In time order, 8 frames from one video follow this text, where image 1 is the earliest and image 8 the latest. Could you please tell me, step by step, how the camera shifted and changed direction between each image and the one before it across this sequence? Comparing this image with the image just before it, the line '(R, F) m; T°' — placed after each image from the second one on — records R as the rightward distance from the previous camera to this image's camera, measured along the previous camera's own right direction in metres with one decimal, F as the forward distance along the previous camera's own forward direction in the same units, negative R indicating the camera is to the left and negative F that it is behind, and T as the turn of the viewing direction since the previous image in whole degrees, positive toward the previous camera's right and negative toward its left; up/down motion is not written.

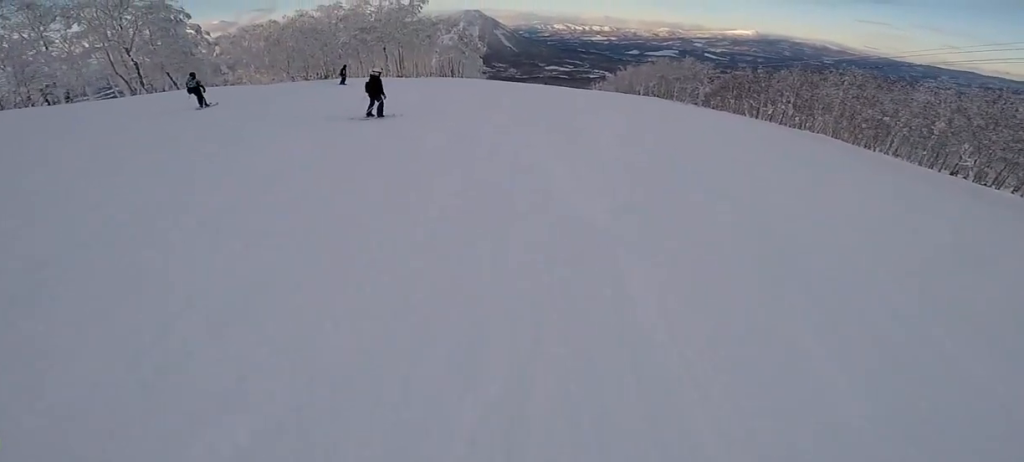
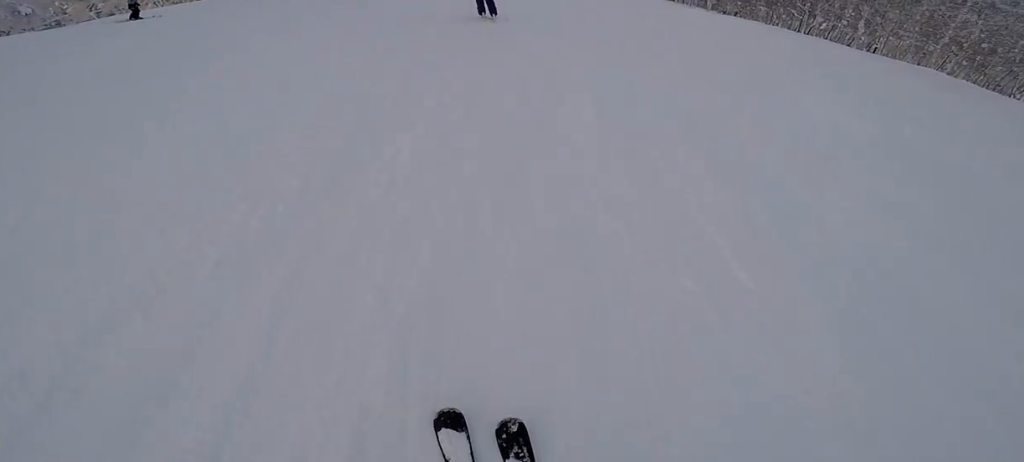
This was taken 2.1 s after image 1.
(+0.1, +13.1) m; +8°
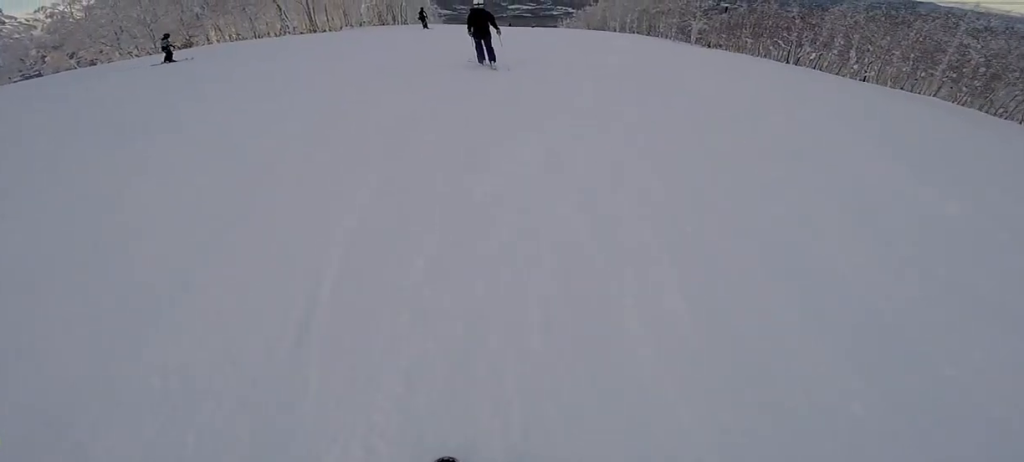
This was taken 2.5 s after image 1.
(0.0, +2.5) m; +4°
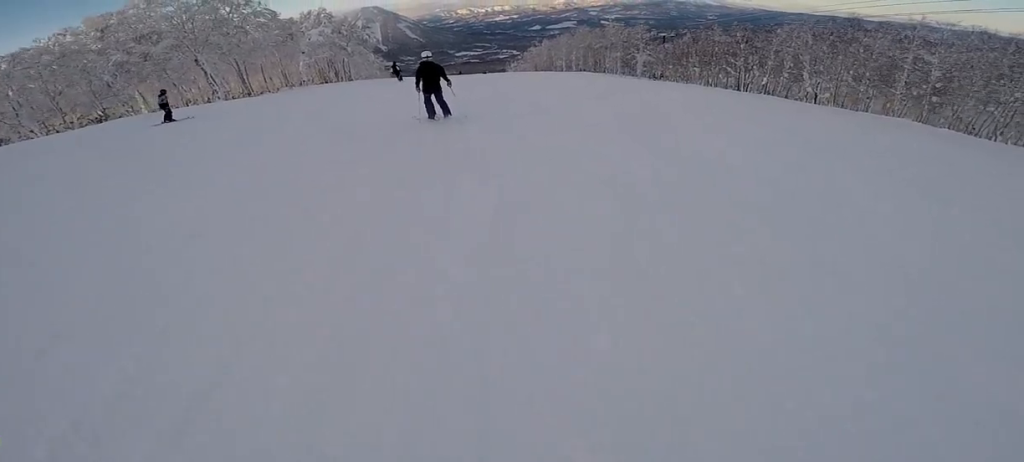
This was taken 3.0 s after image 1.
(+0.5, +3.2) m; +5°
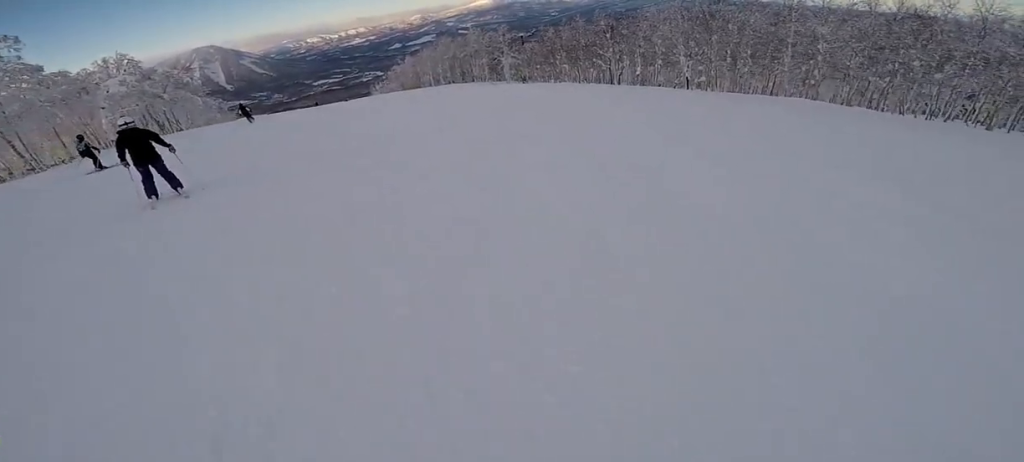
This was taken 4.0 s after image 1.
(+0.4, +6.1) m; +3°
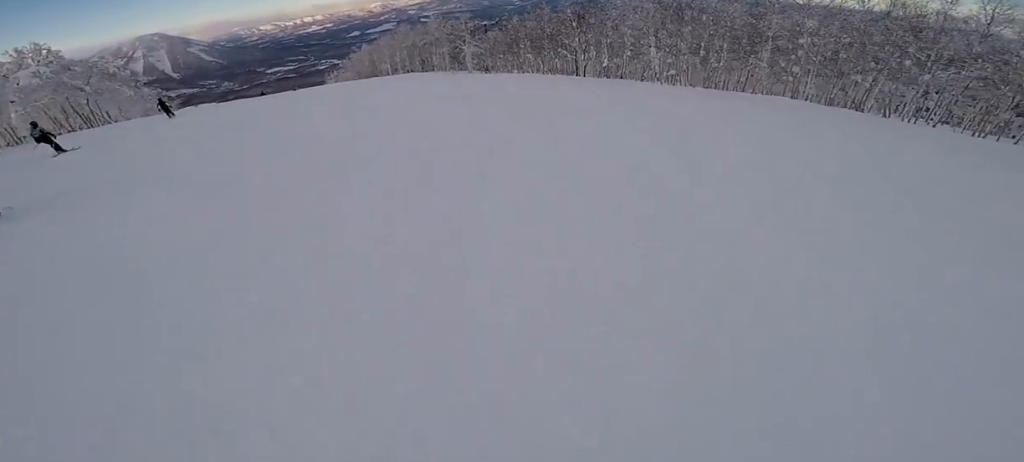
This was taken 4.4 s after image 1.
(0.0, +2.6) m; -1°
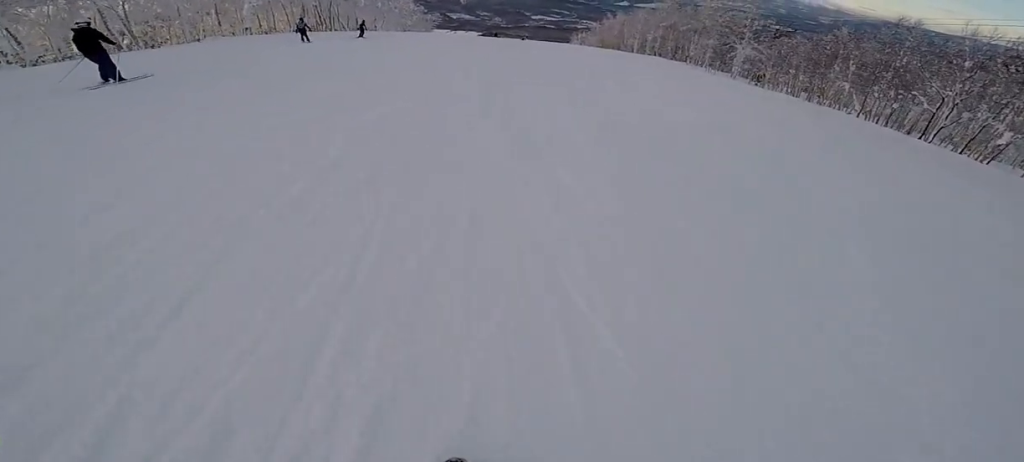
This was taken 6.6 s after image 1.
(-1.6, +11.1) m; -21°
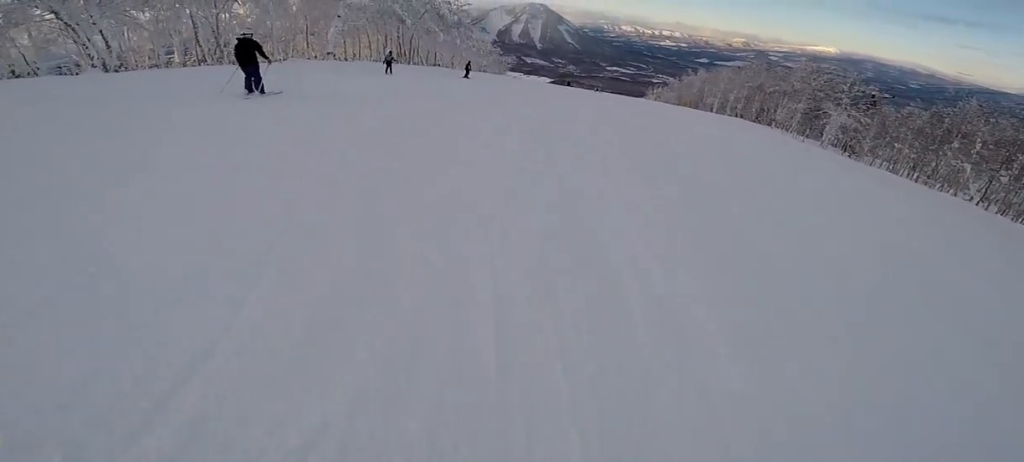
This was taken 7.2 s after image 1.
(+0.1, +3.0) m; -10°
